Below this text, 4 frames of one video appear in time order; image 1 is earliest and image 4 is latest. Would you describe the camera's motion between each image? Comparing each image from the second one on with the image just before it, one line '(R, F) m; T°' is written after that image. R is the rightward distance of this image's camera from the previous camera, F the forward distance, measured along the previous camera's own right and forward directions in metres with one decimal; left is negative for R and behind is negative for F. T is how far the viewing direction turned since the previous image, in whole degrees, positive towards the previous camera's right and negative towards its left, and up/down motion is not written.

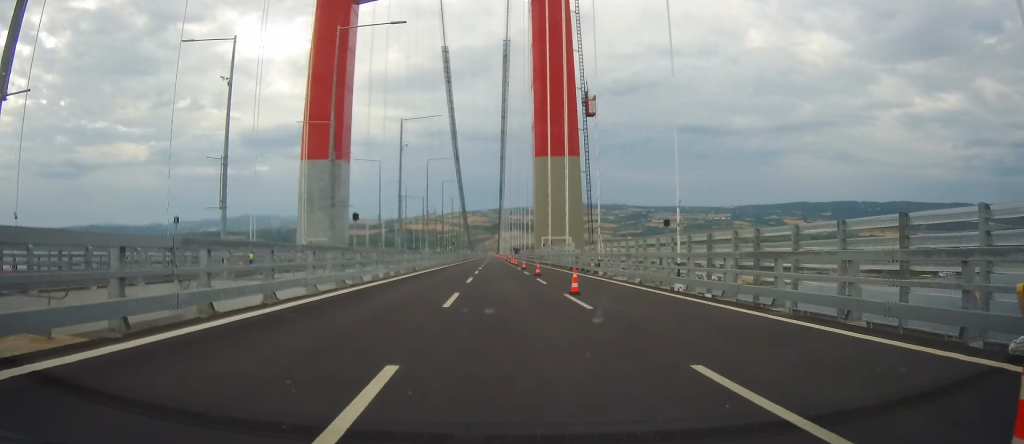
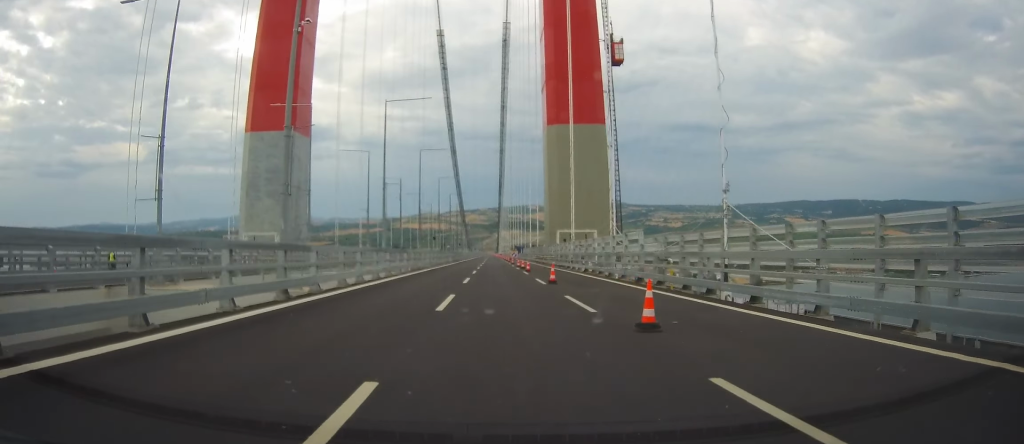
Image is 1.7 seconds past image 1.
(0.0, +30.9) m; 0°
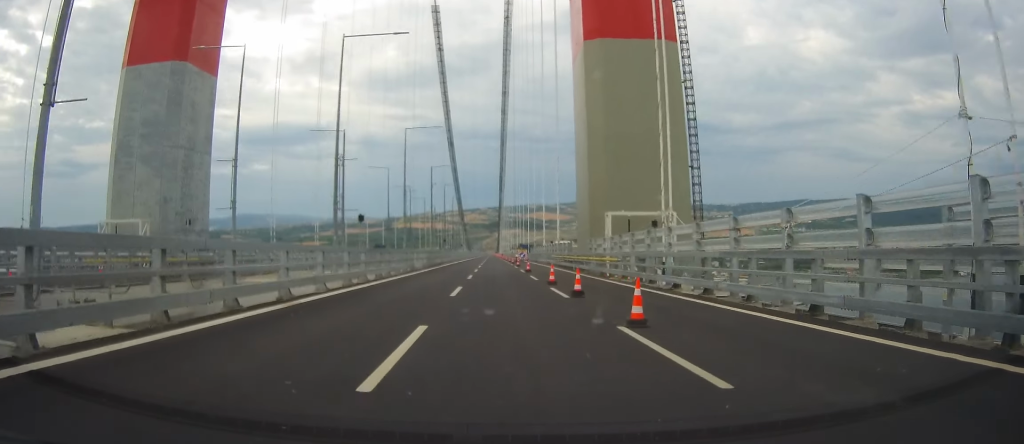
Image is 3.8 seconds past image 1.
(+0.4, +39.0) m; +1°
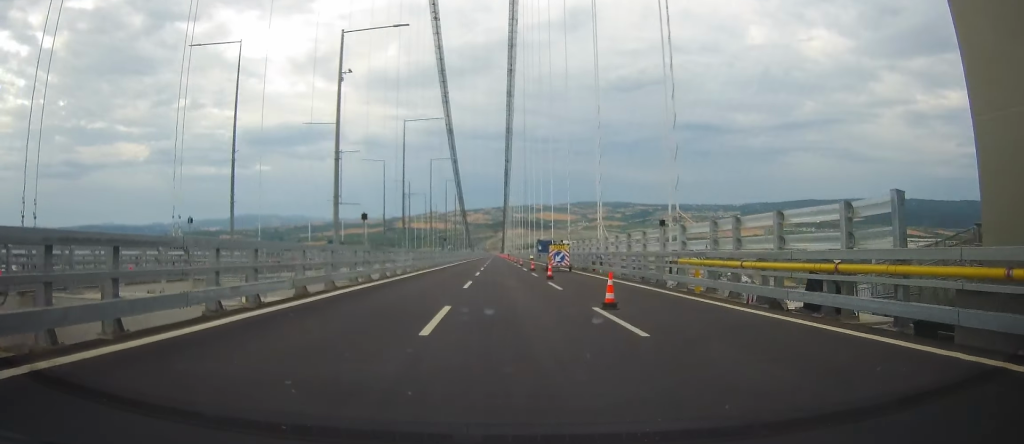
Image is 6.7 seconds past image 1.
(-0.1, +54.9) m; -1°
